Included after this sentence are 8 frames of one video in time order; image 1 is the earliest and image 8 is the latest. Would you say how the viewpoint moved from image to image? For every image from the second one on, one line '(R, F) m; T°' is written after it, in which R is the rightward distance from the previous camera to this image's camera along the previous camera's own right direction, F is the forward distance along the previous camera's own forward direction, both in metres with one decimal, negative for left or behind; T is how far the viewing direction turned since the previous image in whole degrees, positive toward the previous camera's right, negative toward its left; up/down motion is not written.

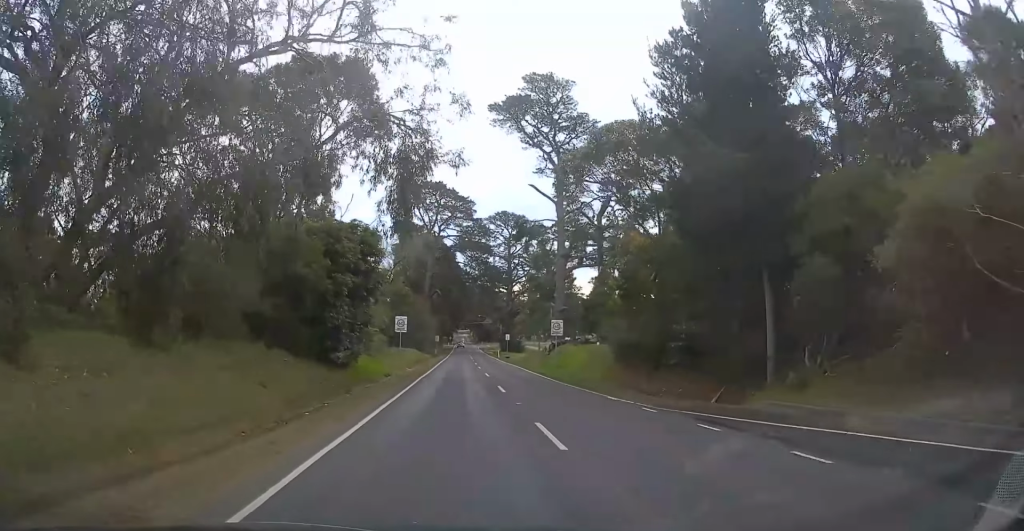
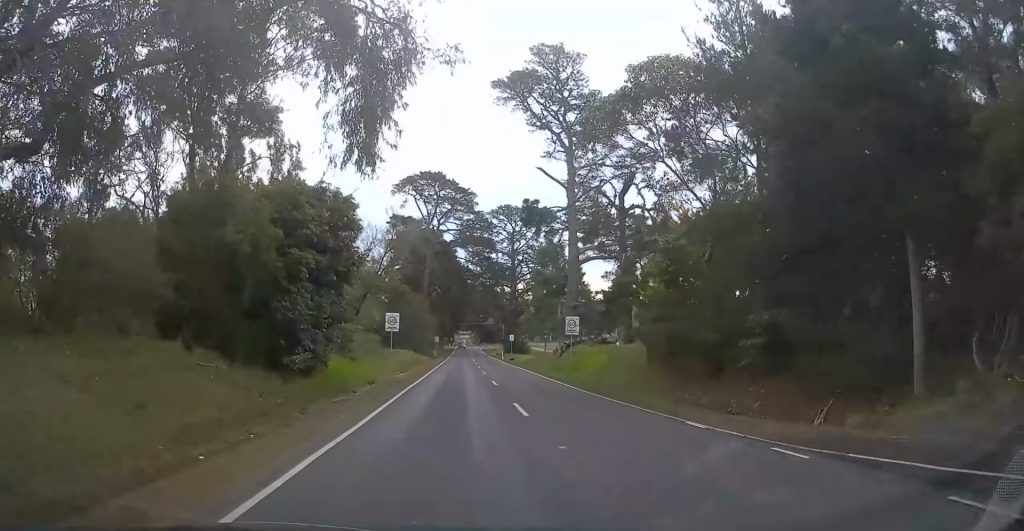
(-0.1, +6.7) m; 0°
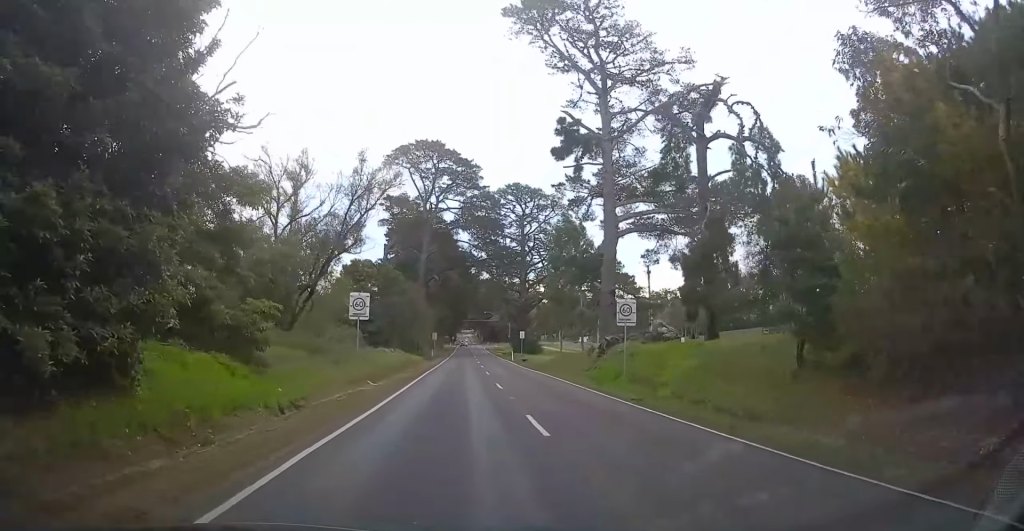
(-0.1, +14.3) m; 0°
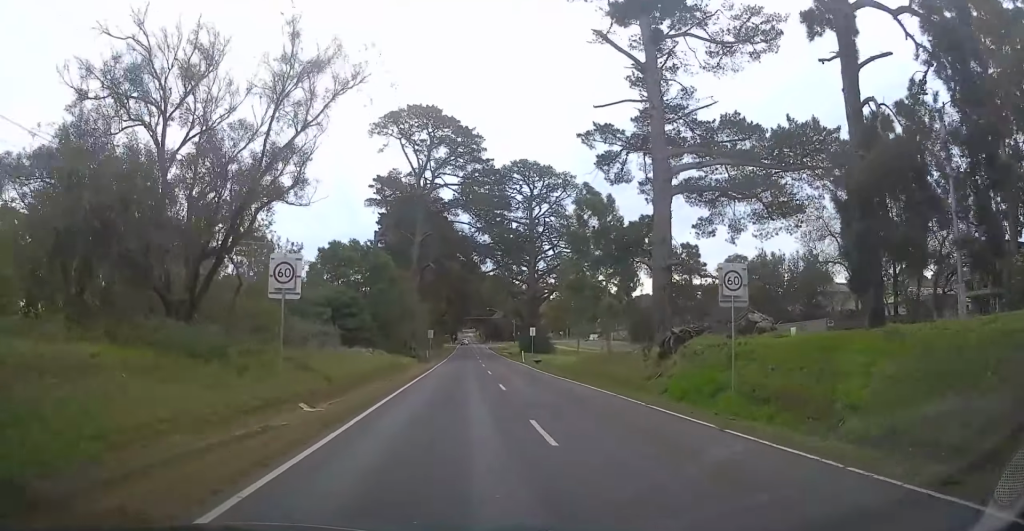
(0.0, +12.3) m; 0°
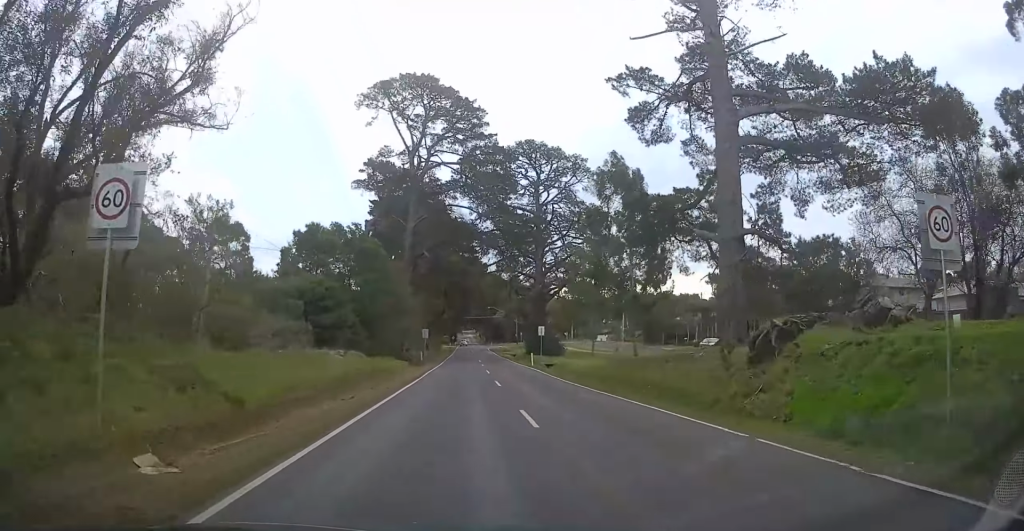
(0.0, +9.0) m; 0°
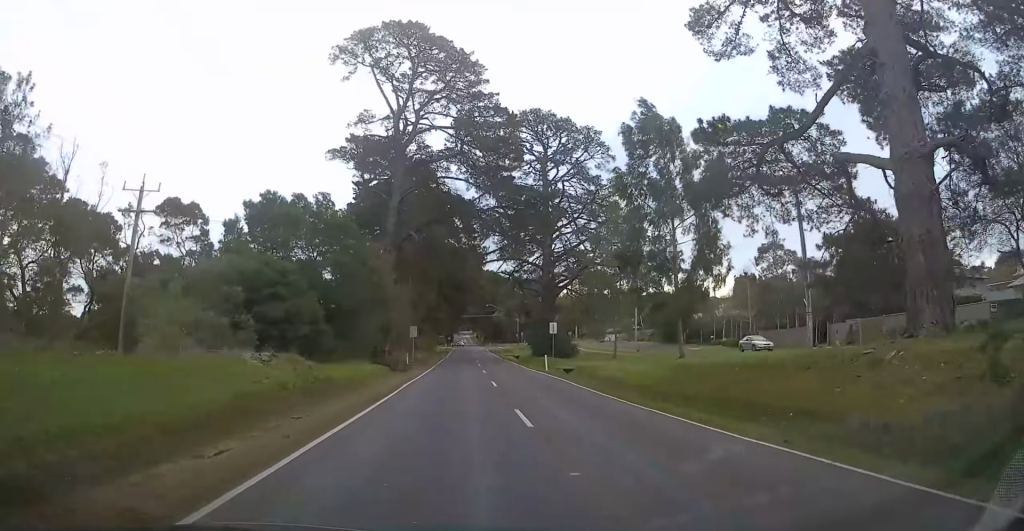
(+0.2, +11.1) m; 0°
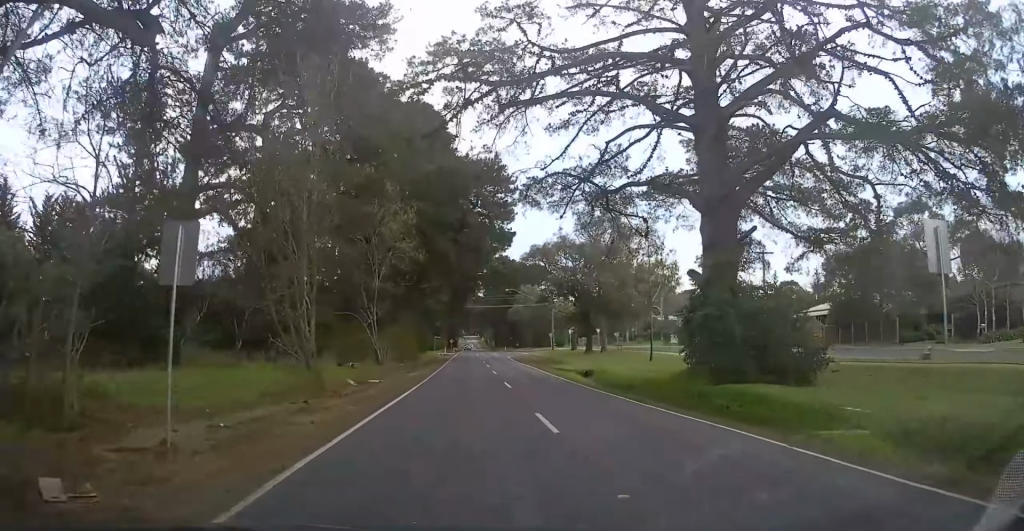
(-1.0, +45.9) m; -2°
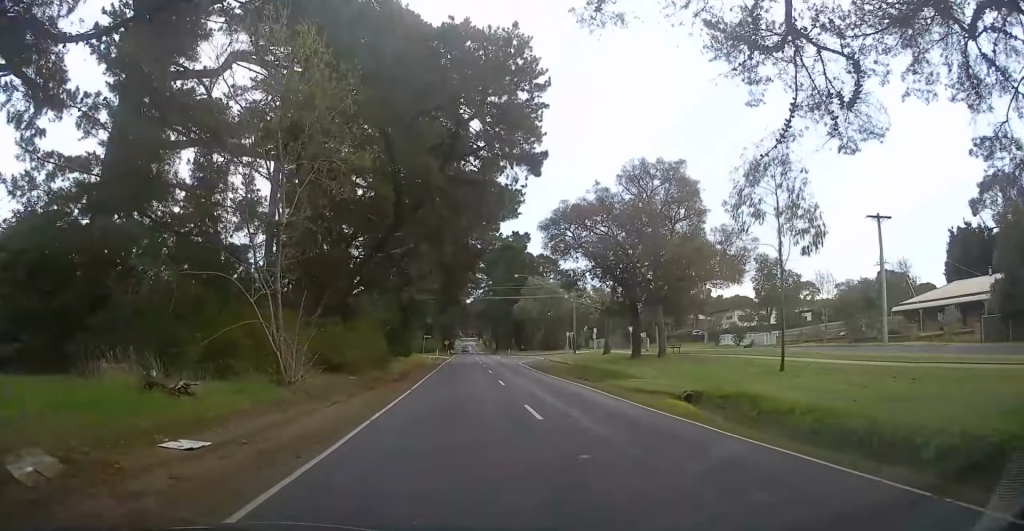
(-0.1, +19.9) m; 0°
